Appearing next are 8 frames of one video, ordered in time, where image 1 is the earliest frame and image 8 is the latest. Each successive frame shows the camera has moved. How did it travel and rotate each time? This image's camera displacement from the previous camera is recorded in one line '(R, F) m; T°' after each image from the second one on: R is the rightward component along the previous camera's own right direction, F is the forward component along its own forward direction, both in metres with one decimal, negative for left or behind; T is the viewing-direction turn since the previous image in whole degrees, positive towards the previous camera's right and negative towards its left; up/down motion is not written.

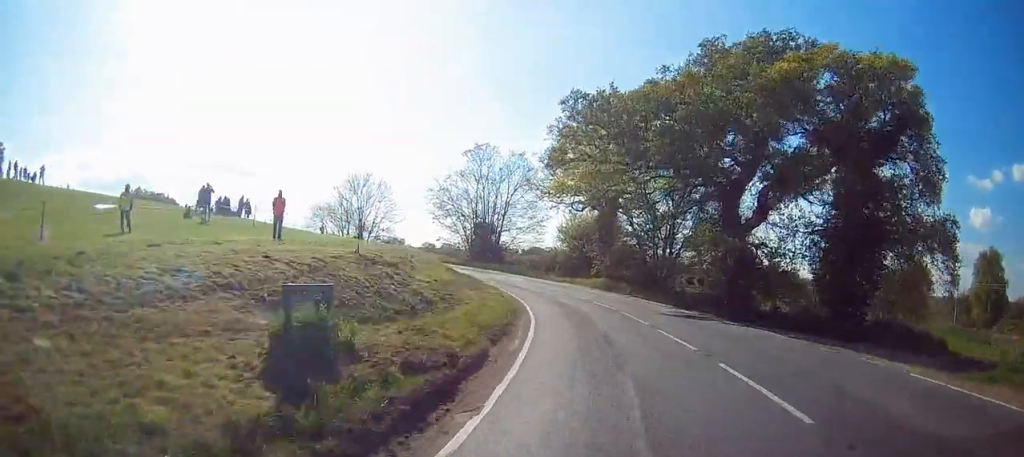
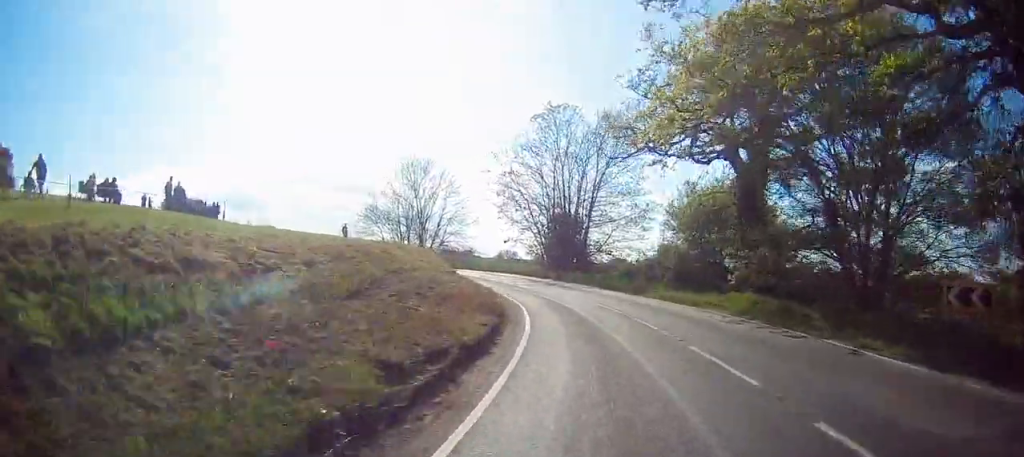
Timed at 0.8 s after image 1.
(-1.3, +19.9) m; -11°
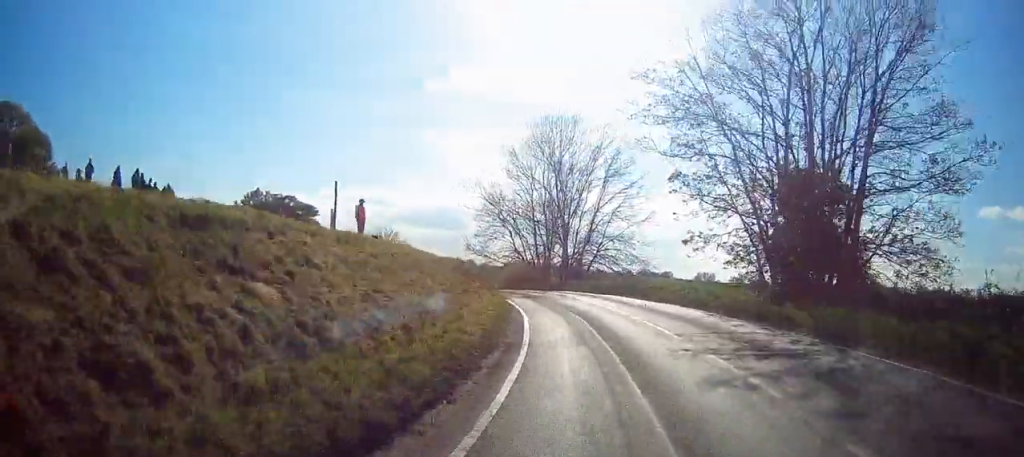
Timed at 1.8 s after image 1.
(-3.7, +26.8) m; -16°
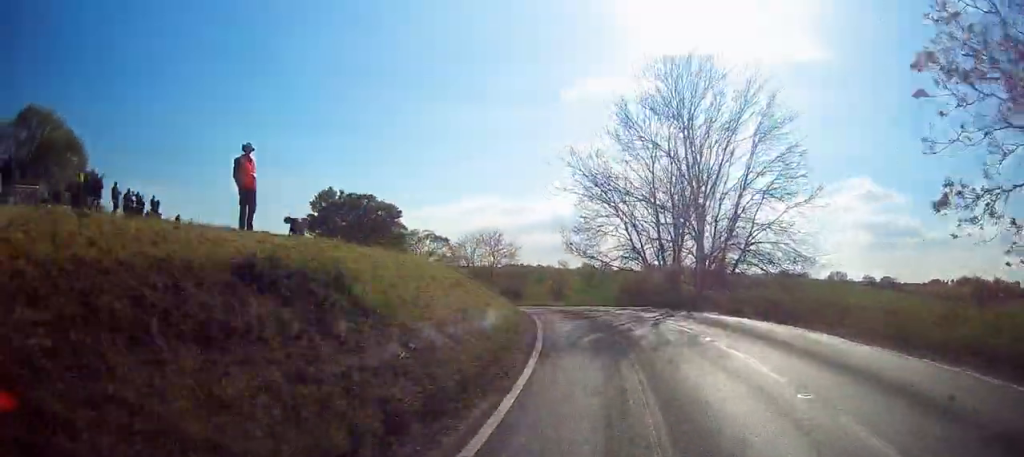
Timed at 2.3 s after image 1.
(-2.0, +14.8) m; -9°
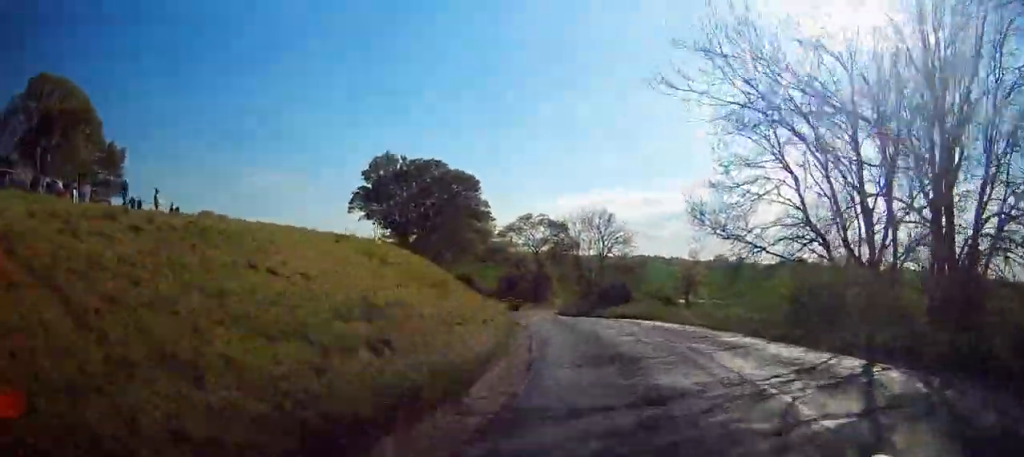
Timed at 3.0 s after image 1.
(-1.2, +17.7) m; -10°
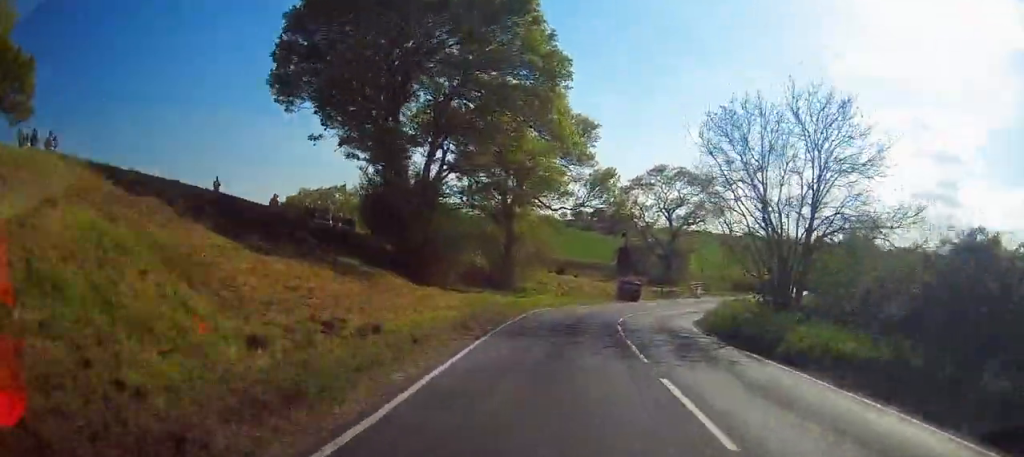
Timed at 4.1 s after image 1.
(-4.6, +32.2) m; -8°
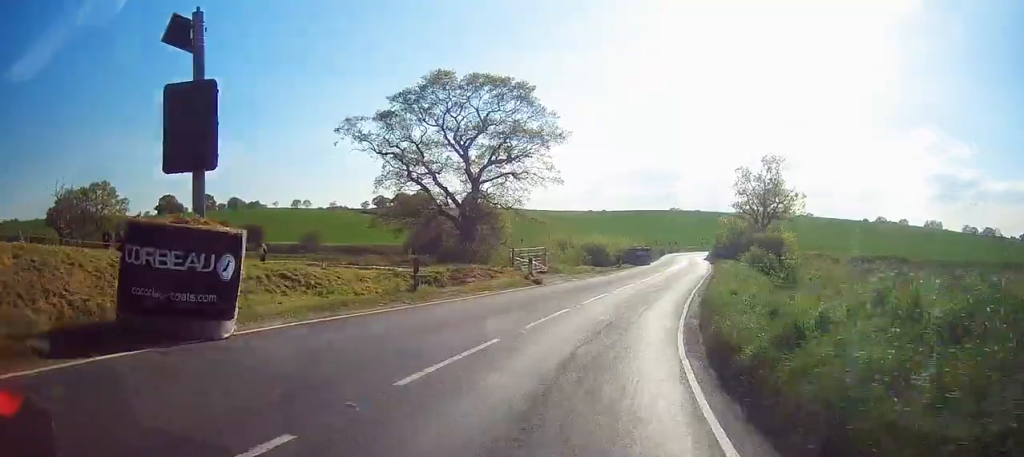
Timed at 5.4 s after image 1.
(+1.5, +37.7) m; +9°
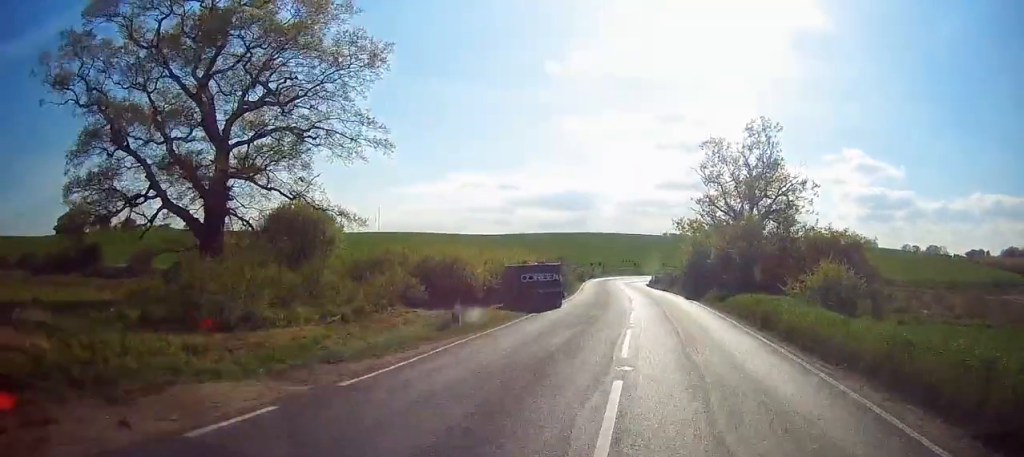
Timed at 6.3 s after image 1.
(+2.5, +28.6) m; +6°
